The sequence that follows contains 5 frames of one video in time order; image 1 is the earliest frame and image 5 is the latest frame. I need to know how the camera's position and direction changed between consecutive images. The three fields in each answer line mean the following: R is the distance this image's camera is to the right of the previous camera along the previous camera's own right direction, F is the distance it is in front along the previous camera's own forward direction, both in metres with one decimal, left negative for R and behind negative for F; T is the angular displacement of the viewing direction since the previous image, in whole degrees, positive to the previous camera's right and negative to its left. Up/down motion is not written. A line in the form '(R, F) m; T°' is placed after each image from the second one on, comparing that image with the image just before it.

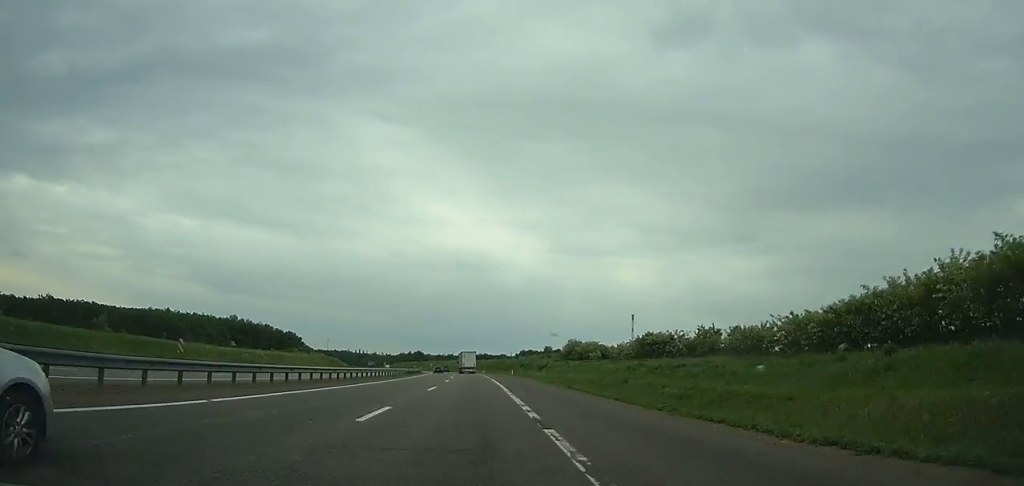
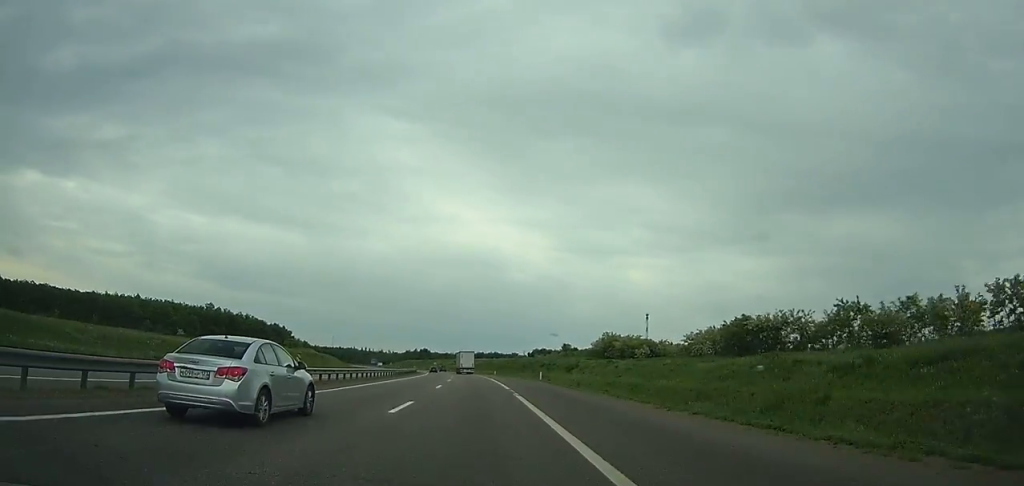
(+0.1, +30.0) m; -1°
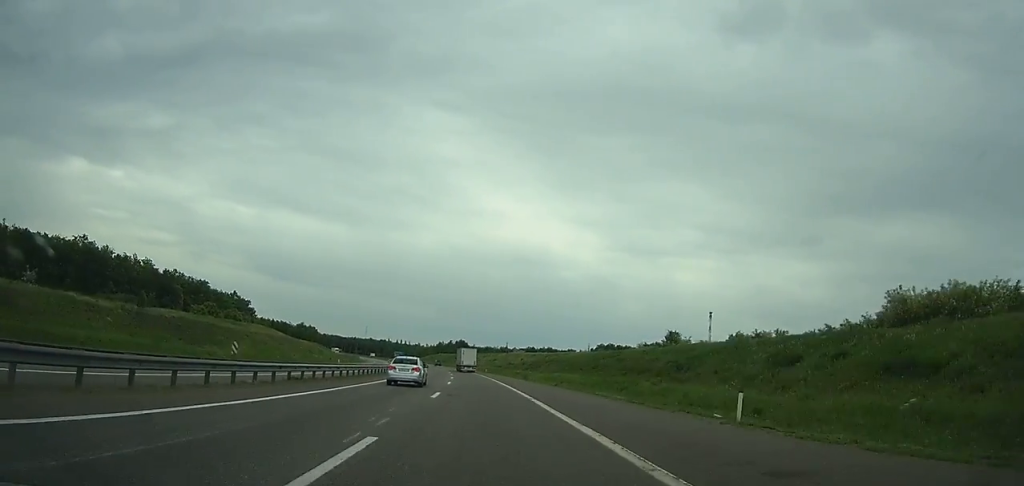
(-2.2, +89.0) m; -4°
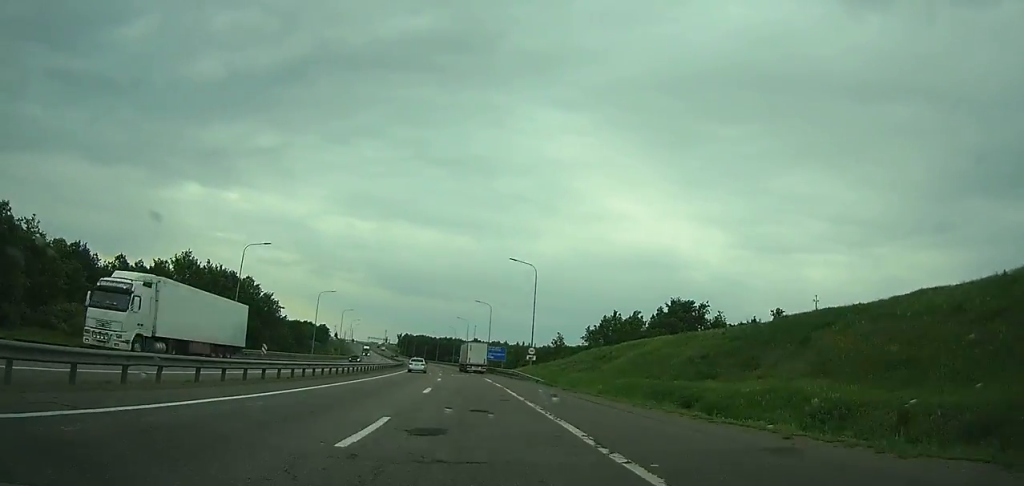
(-25.4, +234.8) m; -13°
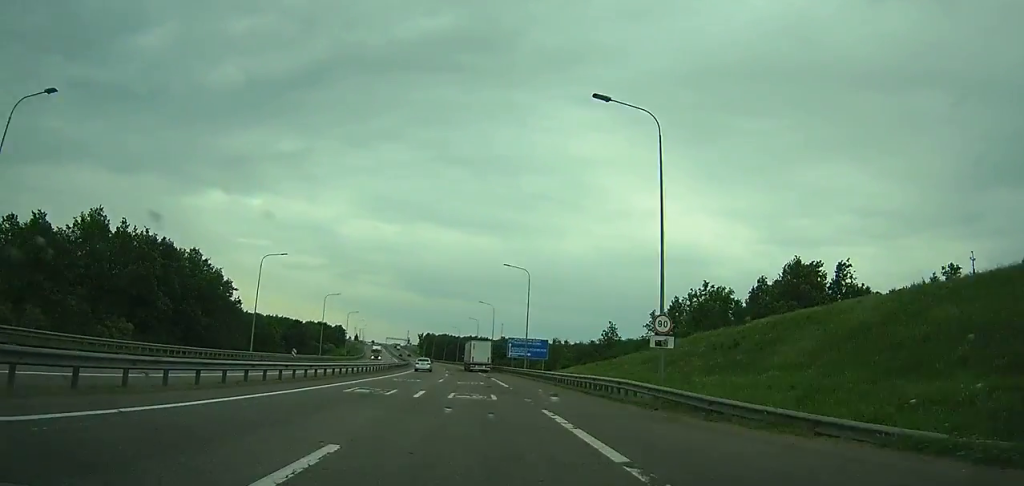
(-0.3, +35.7) m; -2°
